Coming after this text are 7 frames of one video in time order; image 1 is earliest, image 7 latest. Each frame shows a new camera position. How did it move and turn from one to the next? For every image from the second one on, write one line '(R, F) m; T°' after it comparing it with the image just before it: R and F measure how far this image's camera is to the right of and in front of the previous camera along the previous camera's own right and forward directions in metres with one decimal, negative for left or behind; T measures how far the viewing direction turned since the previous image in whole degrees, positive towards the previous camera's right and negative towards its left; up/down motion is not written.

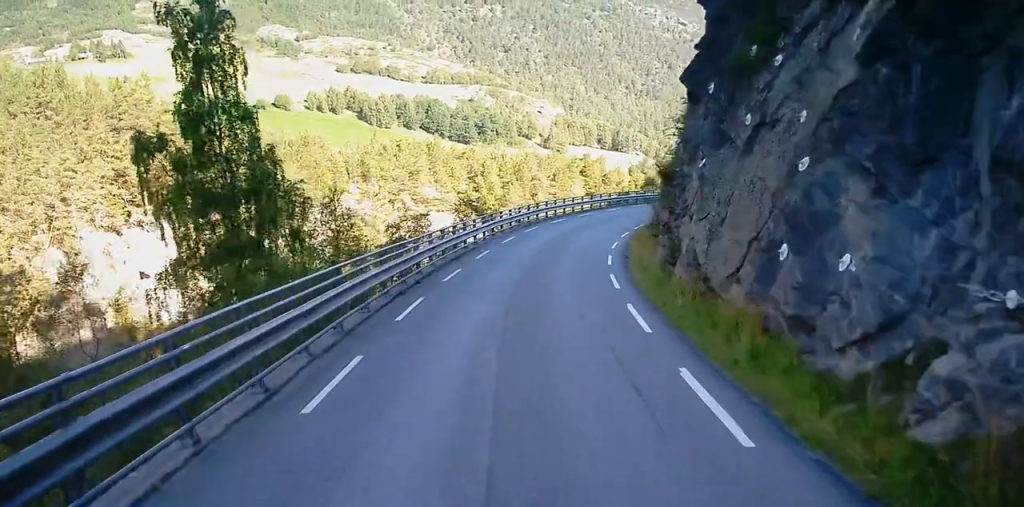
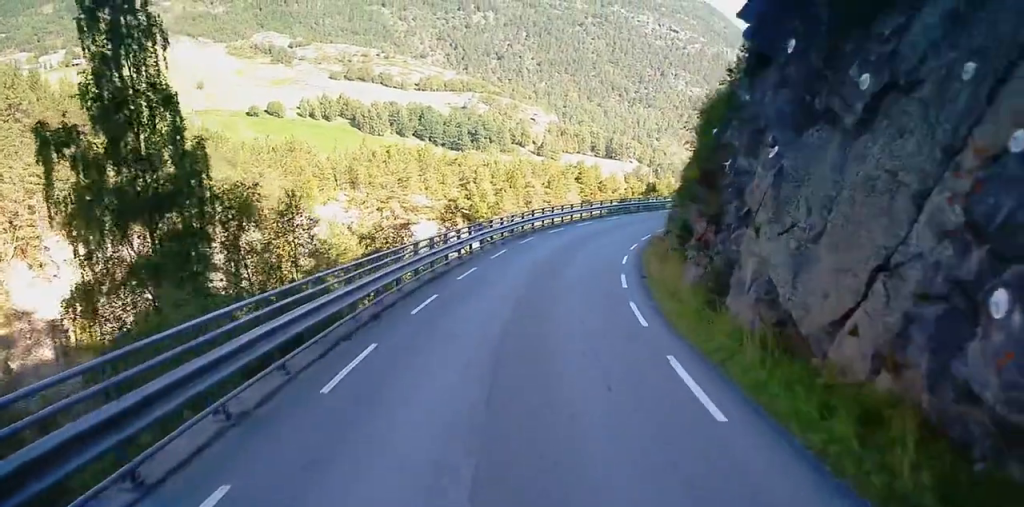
(-0.1, +5.1) m; 0°
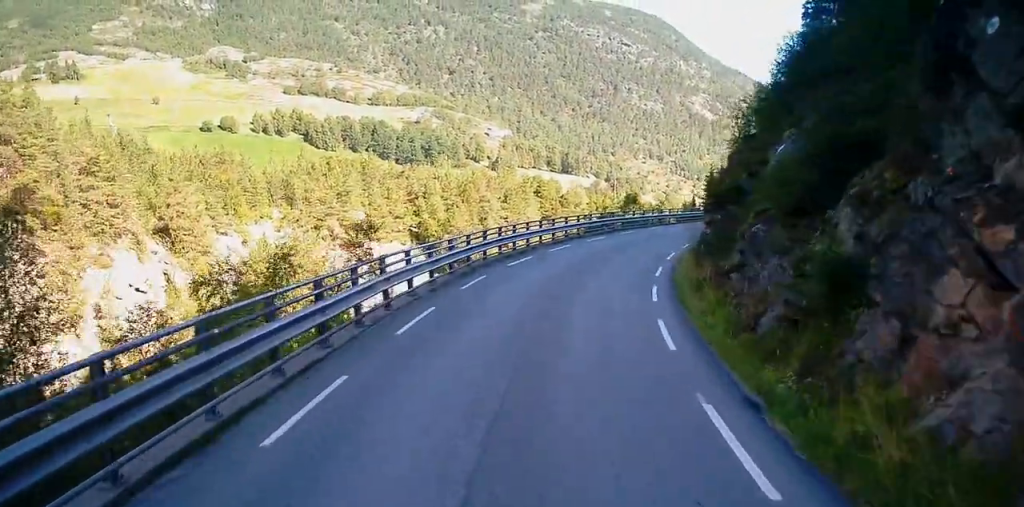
(+0.5, +14.5) m; +4°
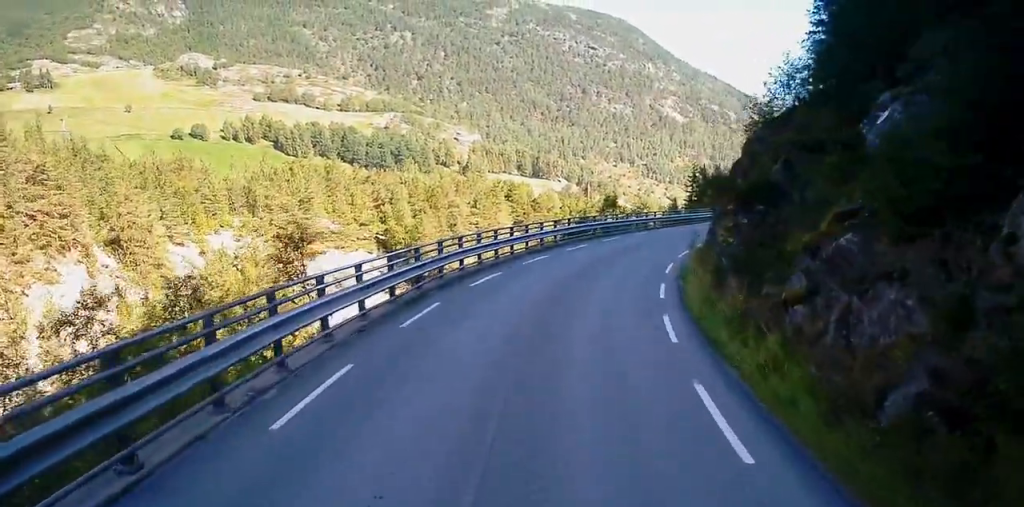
(0.0, +5.8) m; +2°
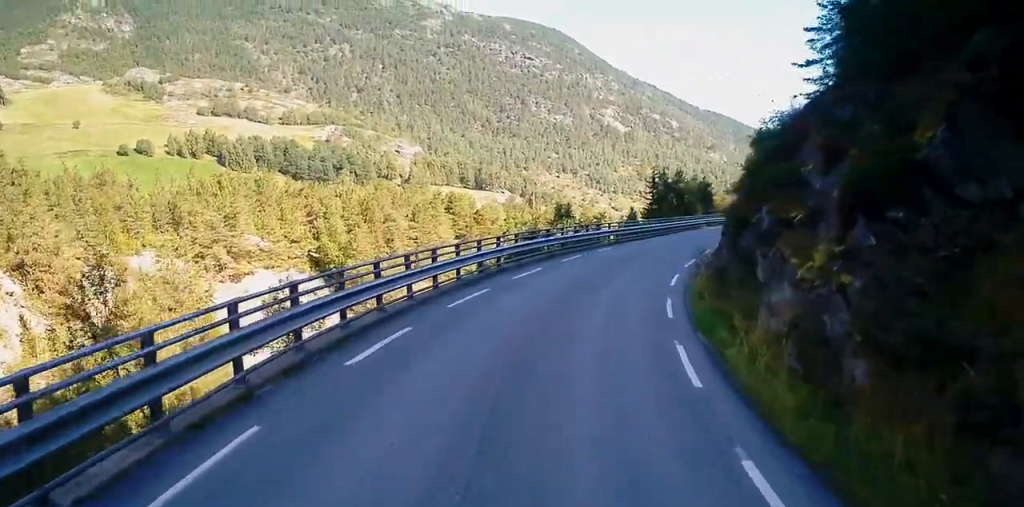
(+0.4, +9.1) m; +4°
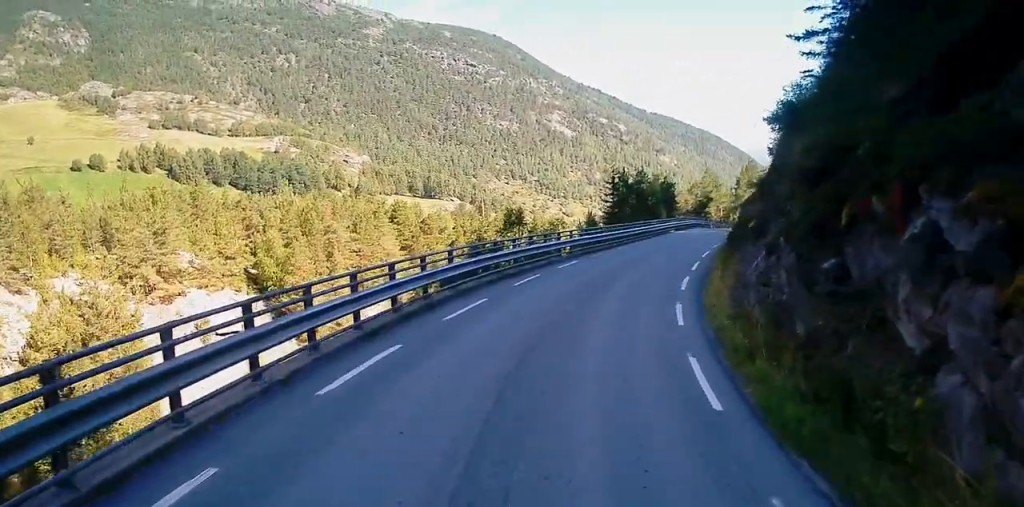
(+0.2, +7.5) m; +4°
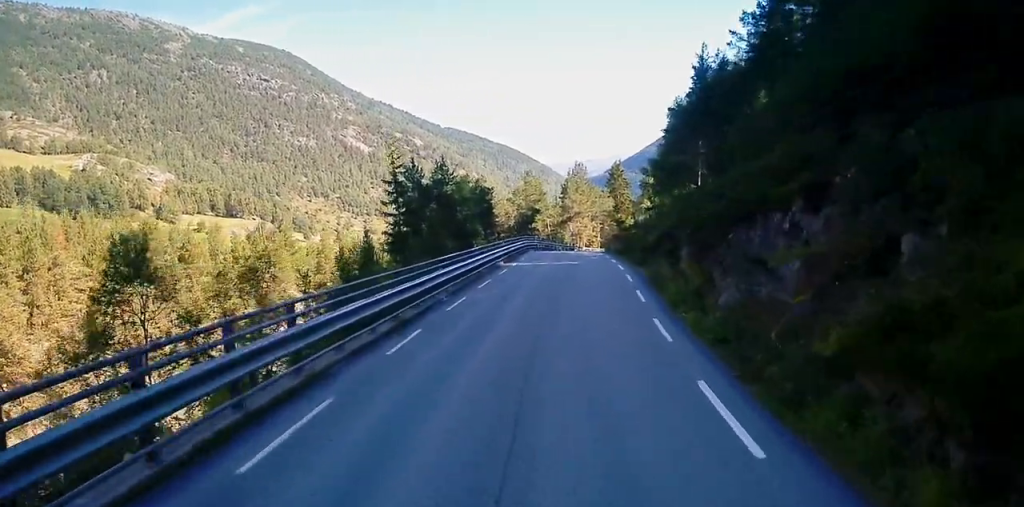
(+3.5, +25.3) m; +14°
